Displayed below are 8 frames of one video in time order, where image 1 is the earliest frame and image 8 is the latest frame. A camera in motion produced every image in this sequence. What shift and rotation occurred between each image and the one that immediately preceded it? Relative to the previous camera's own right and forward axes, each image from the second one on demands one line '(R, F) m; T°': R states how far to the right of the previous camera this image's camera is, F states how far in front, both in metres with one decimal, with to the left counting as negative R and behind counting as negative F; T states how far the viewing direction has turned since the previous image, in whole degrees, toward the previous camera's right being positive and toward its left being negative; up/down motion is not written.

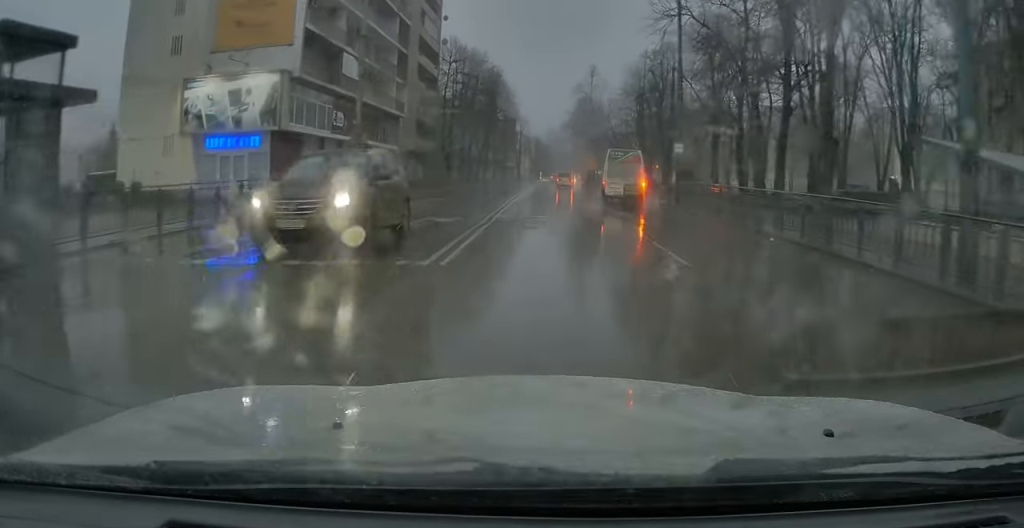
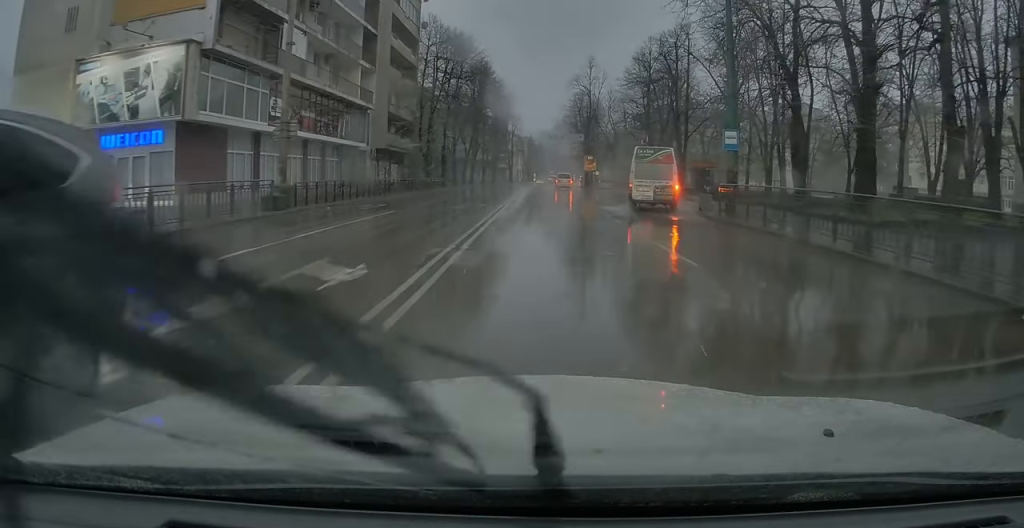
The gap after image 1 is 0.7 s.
(0.0, +9.7) m; +1°
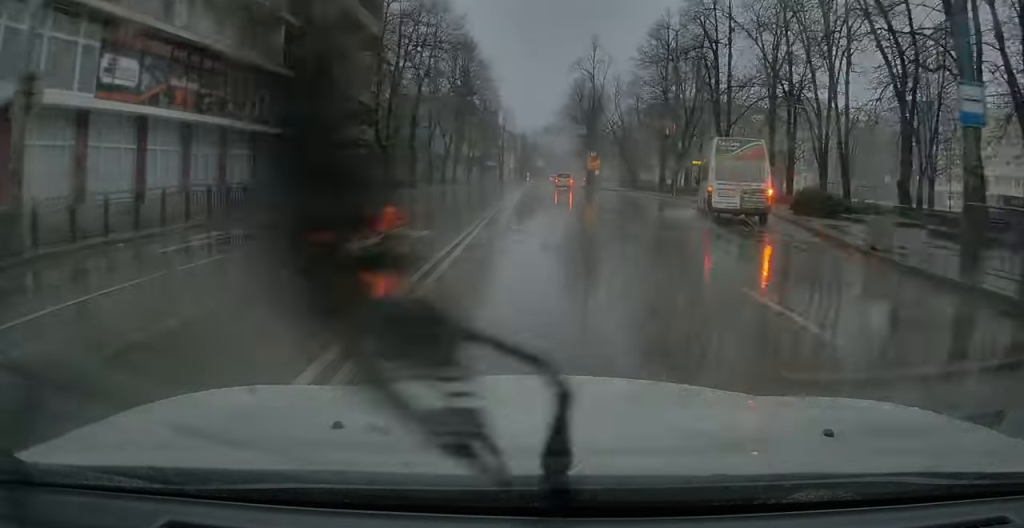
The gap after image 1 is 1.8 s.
(+0.1, +14.1) m; +1°
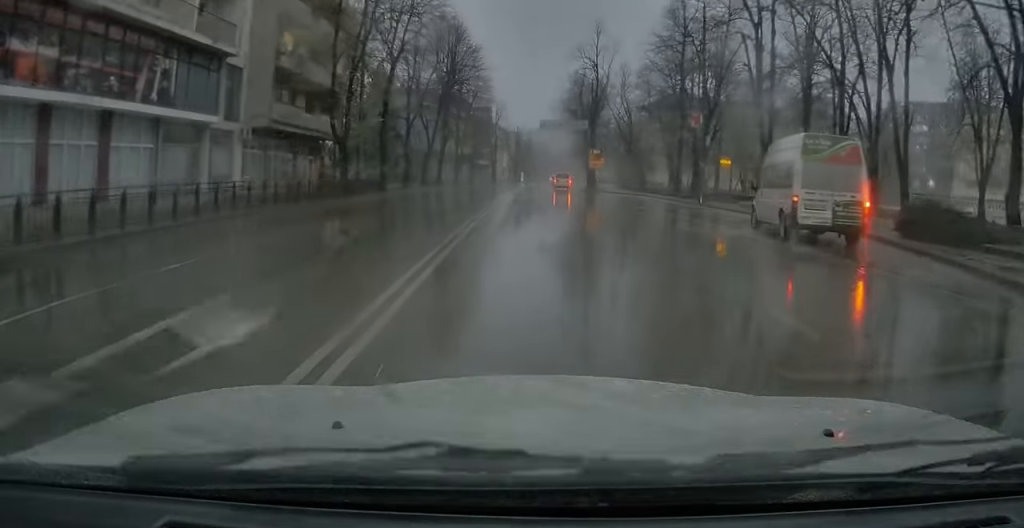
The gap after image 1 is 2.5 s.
(+0.1, +8.9) m; 0°
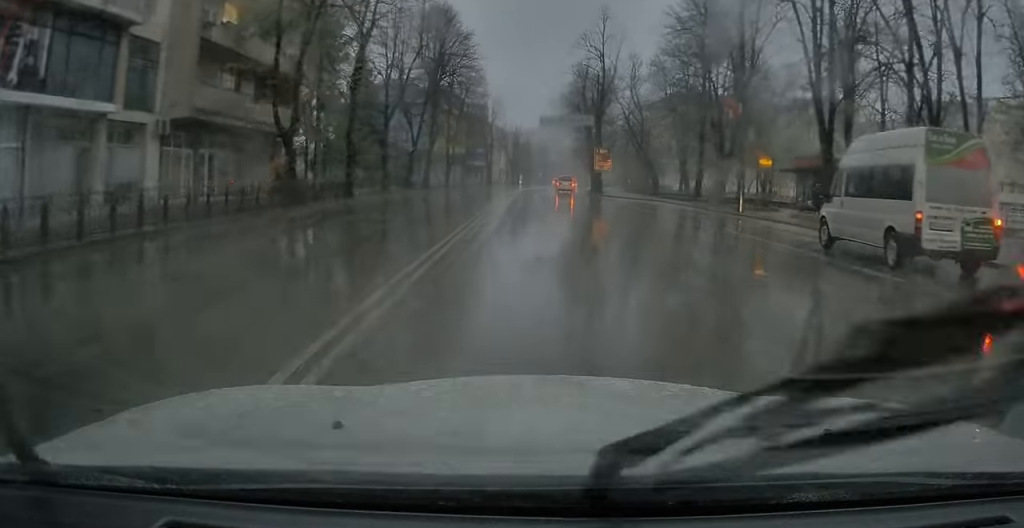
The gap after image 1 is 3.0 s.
(0.0, +7.7) m; 0°
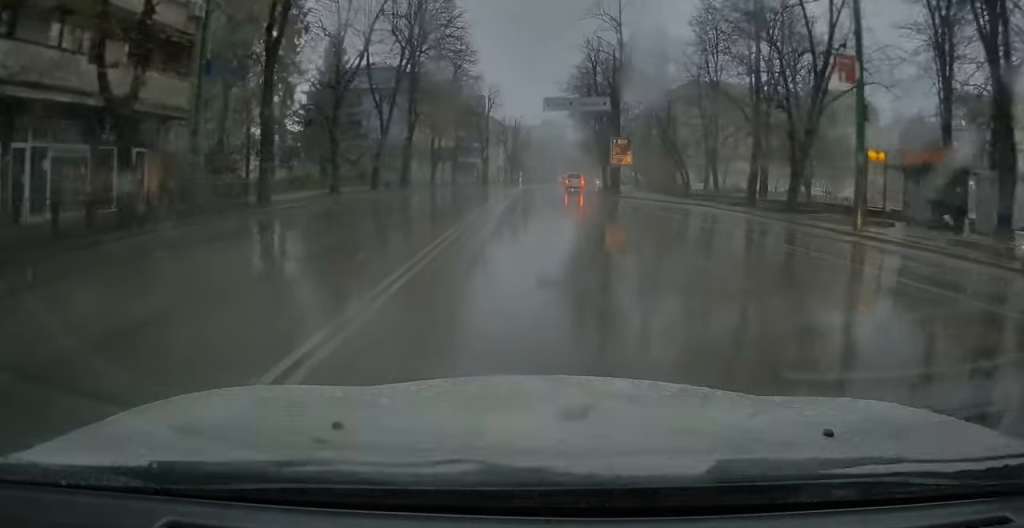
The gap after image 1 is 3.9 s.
(0.0, +11.8) m; 0°
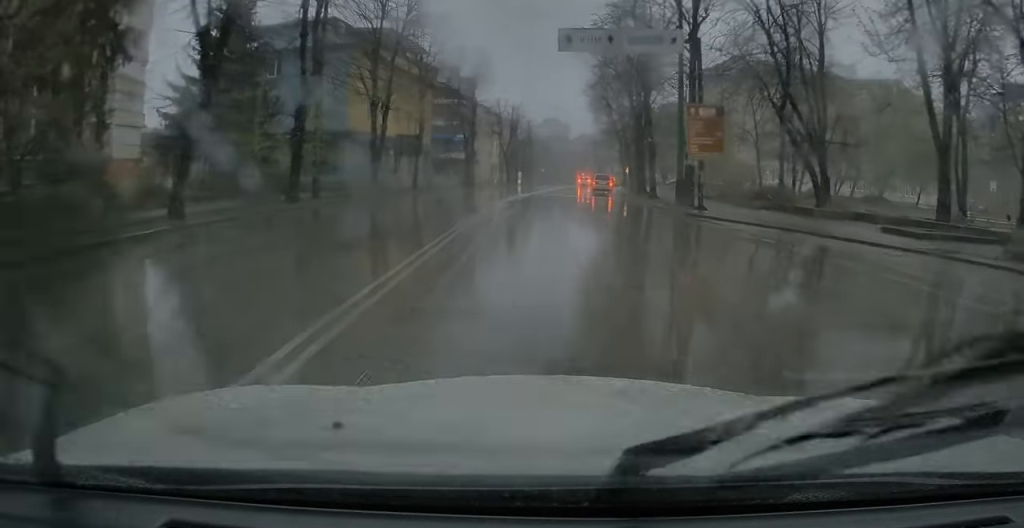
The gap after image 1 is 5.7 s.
(-0.1, +23.9) m; 0°
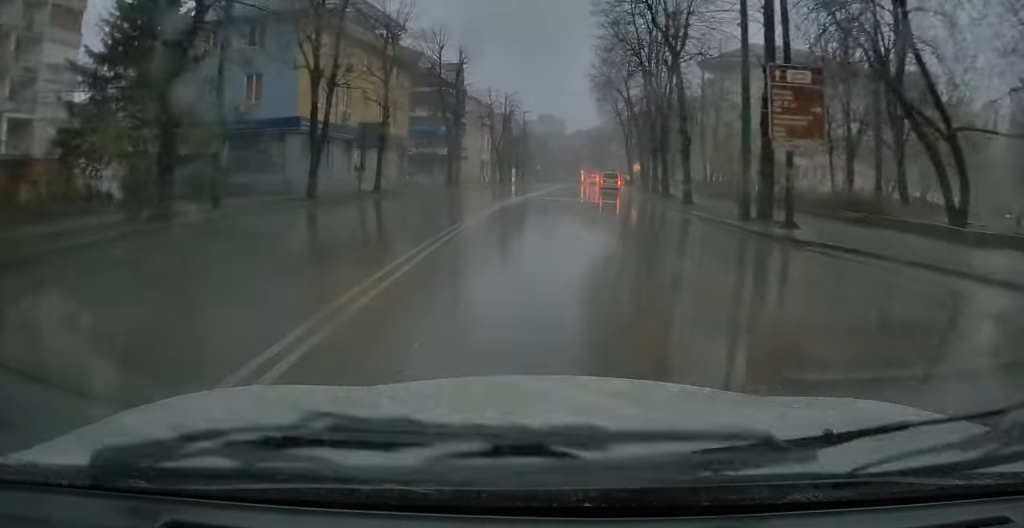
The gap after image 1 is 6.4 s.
(+0.1, +9.7) m; +1°
